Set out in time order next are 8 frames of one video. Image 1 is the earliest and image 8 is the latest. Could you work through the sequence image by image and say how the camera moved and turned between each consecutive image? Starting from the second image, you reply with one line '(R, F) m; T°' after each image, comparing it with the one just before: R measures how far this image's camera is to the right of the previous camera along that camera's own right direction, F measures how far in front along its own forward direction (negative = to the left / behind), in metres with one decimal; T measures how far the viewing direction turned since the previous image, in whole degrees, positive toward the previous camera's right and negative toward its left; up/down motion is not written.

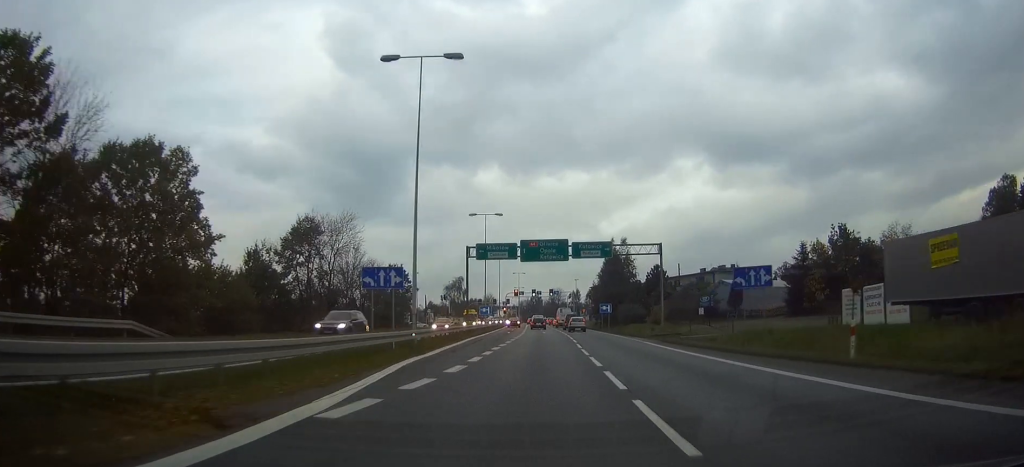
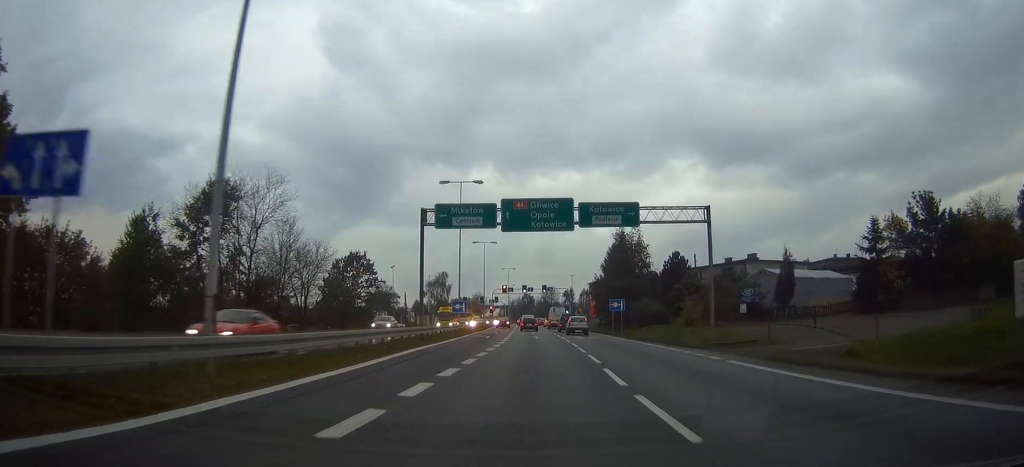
(+0.1, +17.1) m; 0°
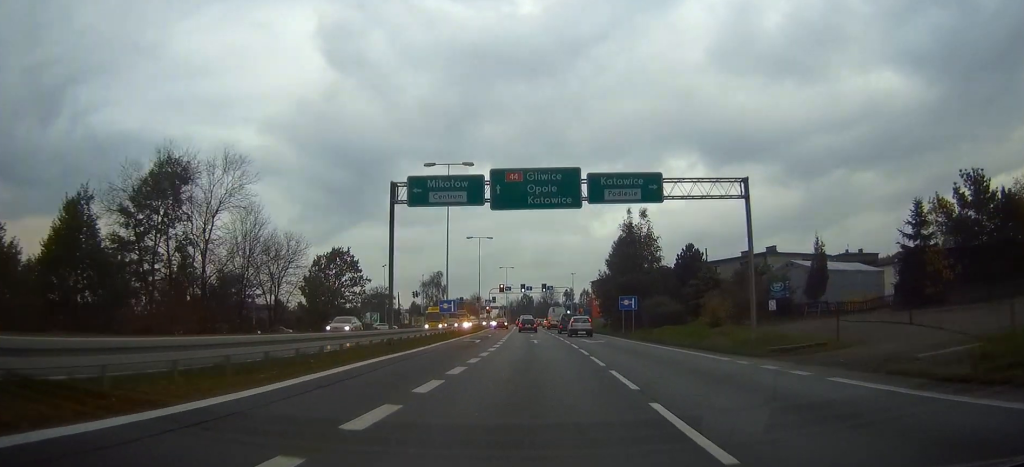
(0.0, +7.0) m; 0°
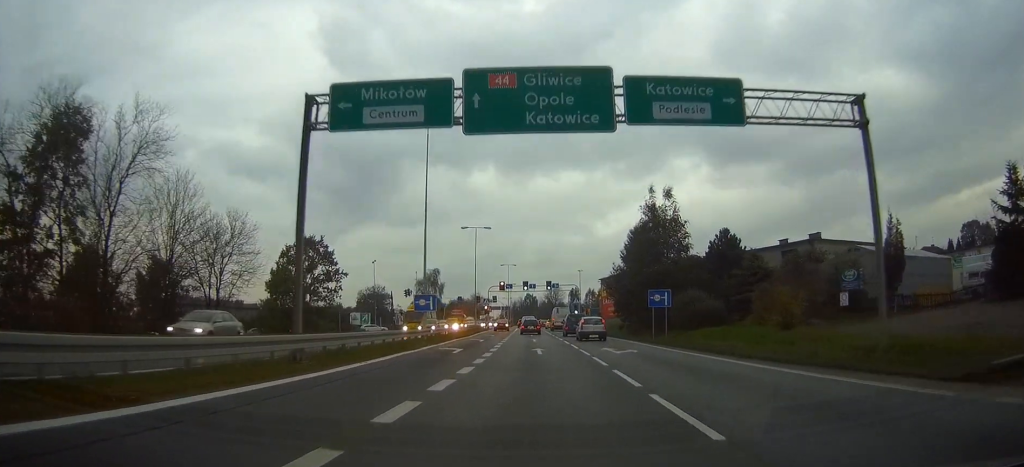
(-0.1, +11.1) m; 0°
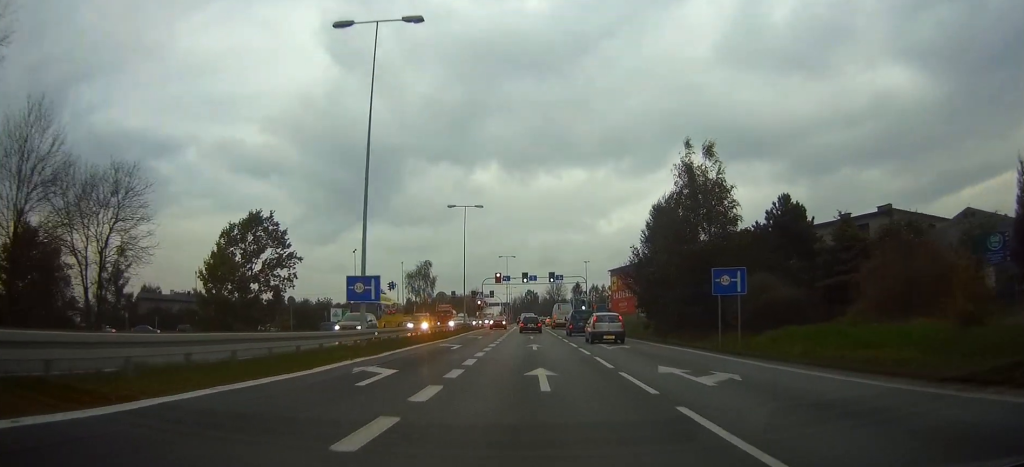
(0.0, +13.5) m; 0°
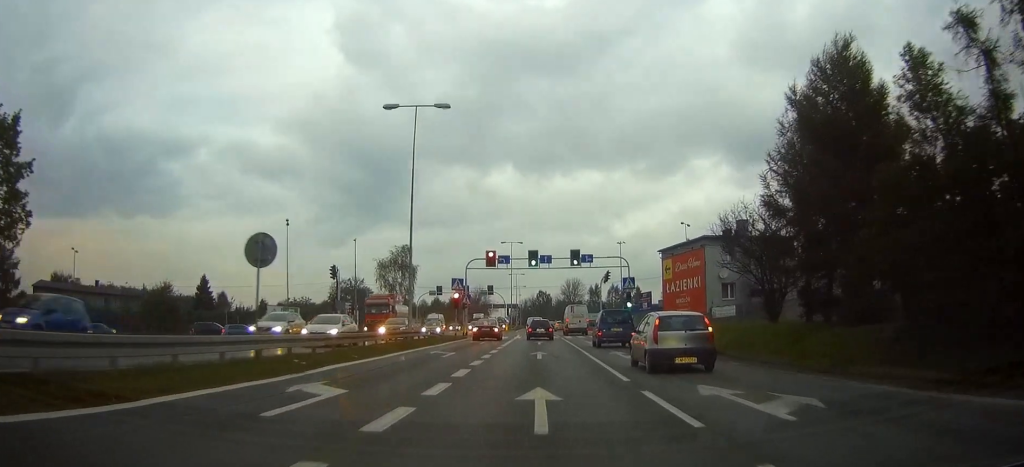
(0.0, +34.0) m; 0°
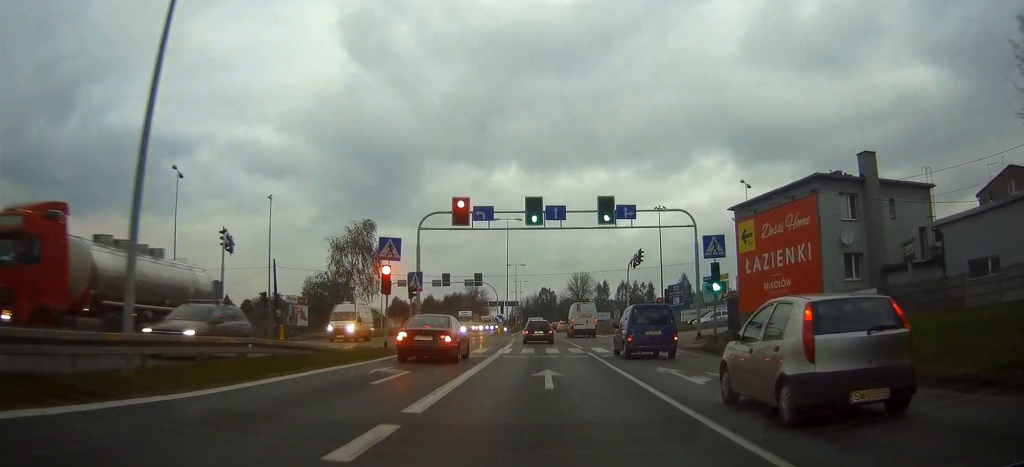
(-0.1, +24.8) m; 0°
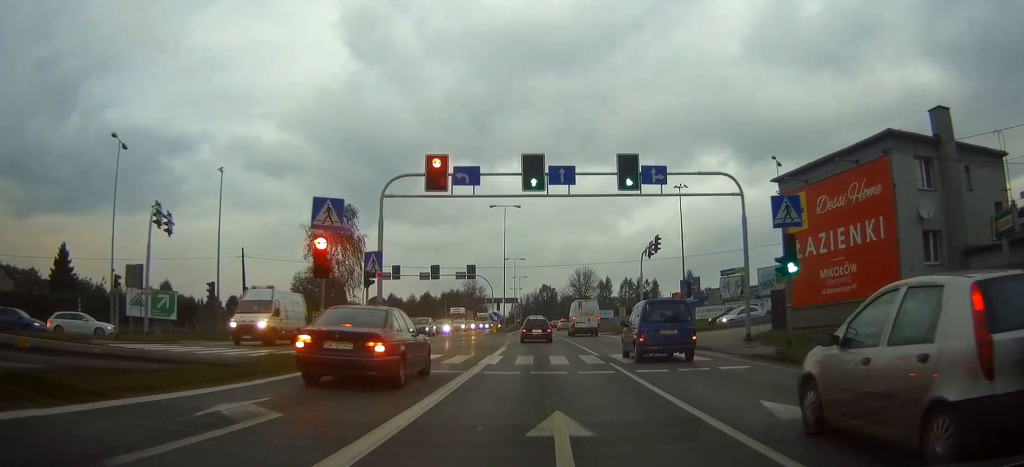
(0.0, +8.5) m; 0°
